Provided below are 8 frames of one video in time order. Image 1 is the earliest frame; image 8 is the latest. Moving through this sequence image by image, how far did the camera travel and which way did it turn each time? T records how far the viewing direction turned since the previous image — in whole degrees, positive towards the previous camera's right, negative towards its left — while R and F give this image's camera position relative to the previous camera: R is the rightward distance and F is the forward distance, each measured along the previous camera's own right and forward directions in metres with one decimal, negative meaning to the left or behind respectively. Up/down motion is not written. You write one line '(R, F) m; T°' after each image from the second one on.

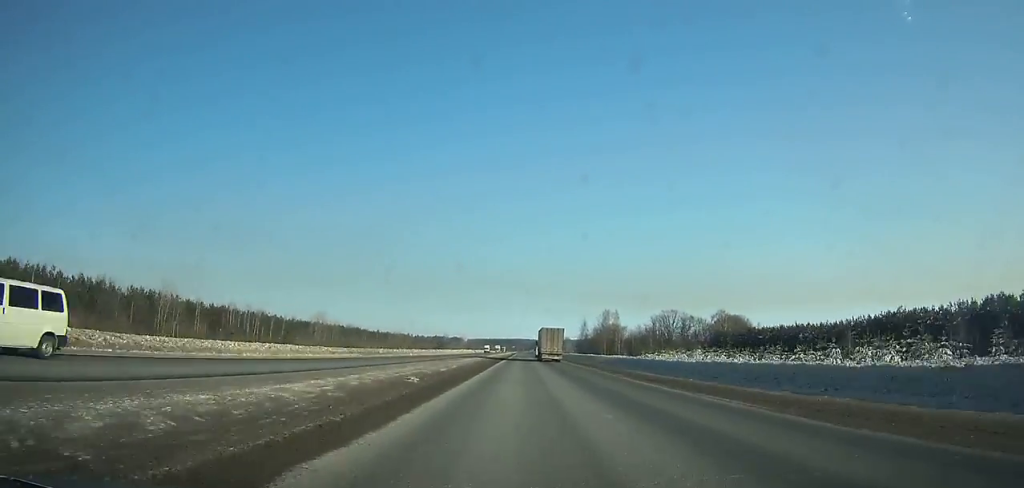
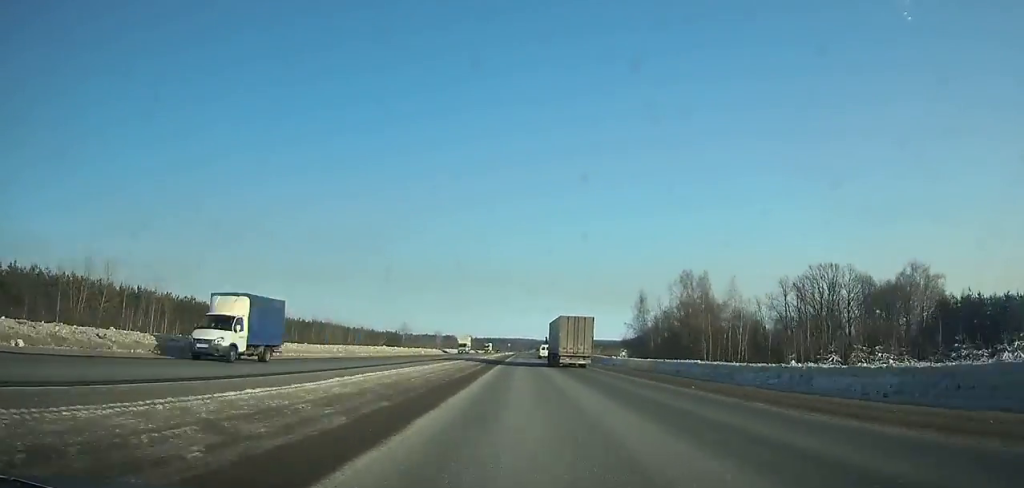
(+0.1, +112.1) m; 0°
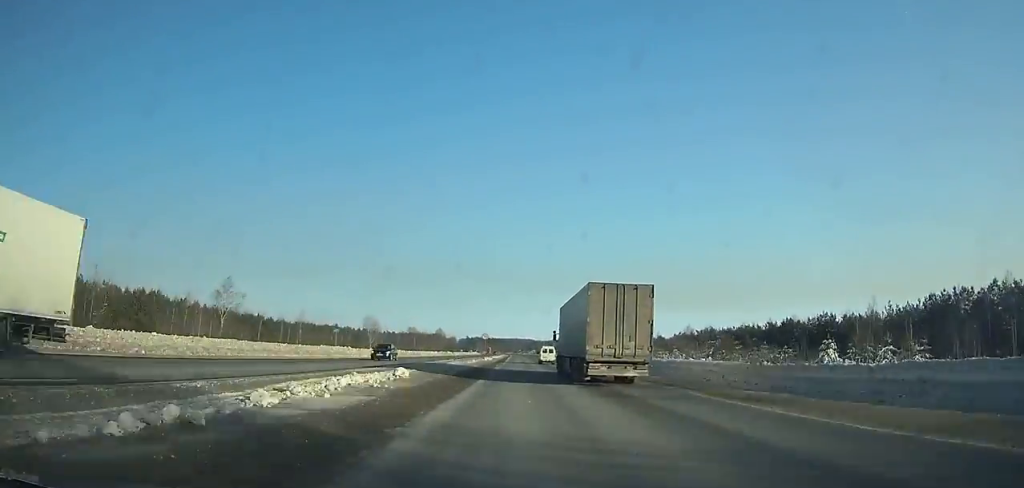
(+0.2, +131.7) m; 0°
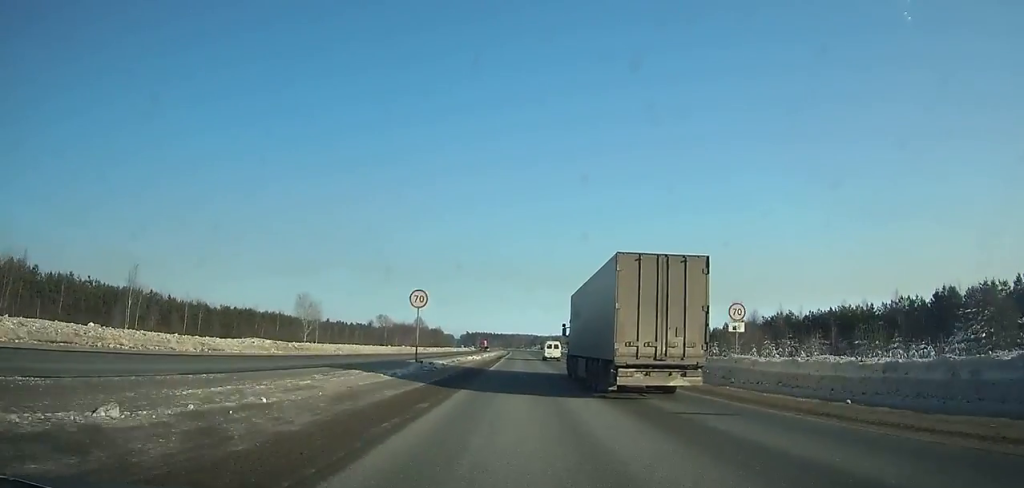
(0.0, +57.4) m; 0°
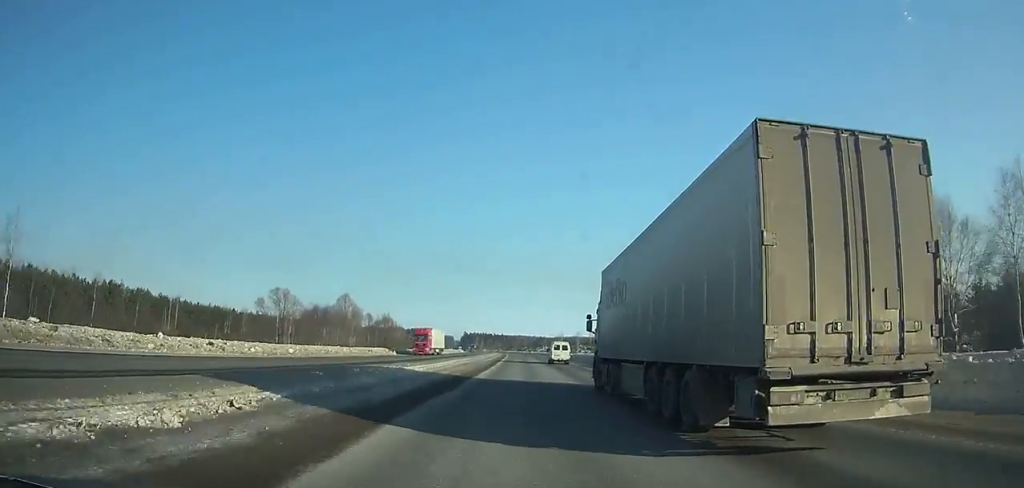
(-0.2, +84.2) m; -1°
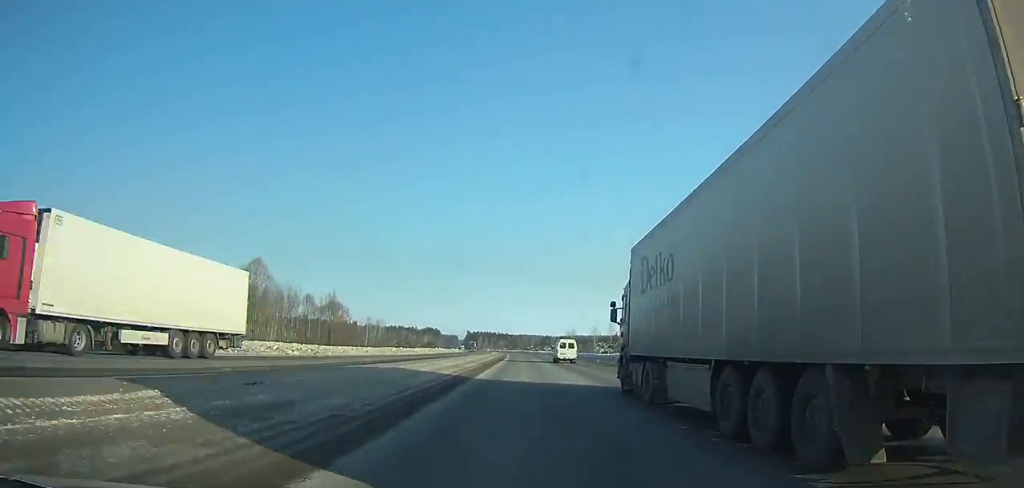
(-0.1, +40.3) m; 0°
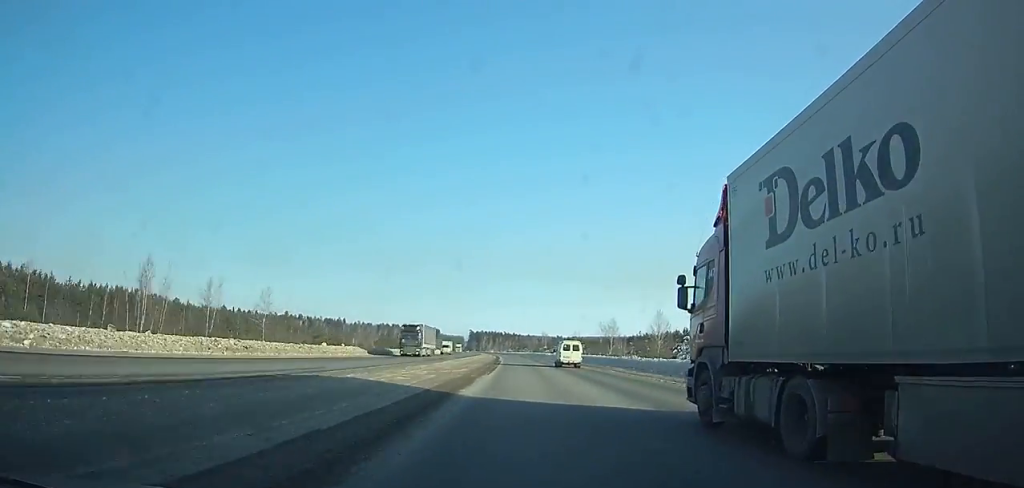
(-0.8, +91.8) m; -1°
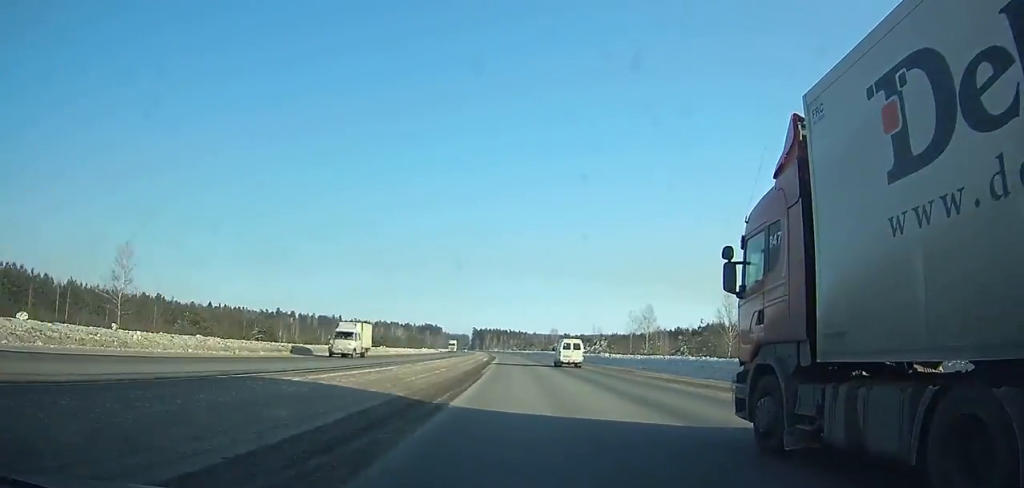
(-0.3, +41.9) m; -1°
